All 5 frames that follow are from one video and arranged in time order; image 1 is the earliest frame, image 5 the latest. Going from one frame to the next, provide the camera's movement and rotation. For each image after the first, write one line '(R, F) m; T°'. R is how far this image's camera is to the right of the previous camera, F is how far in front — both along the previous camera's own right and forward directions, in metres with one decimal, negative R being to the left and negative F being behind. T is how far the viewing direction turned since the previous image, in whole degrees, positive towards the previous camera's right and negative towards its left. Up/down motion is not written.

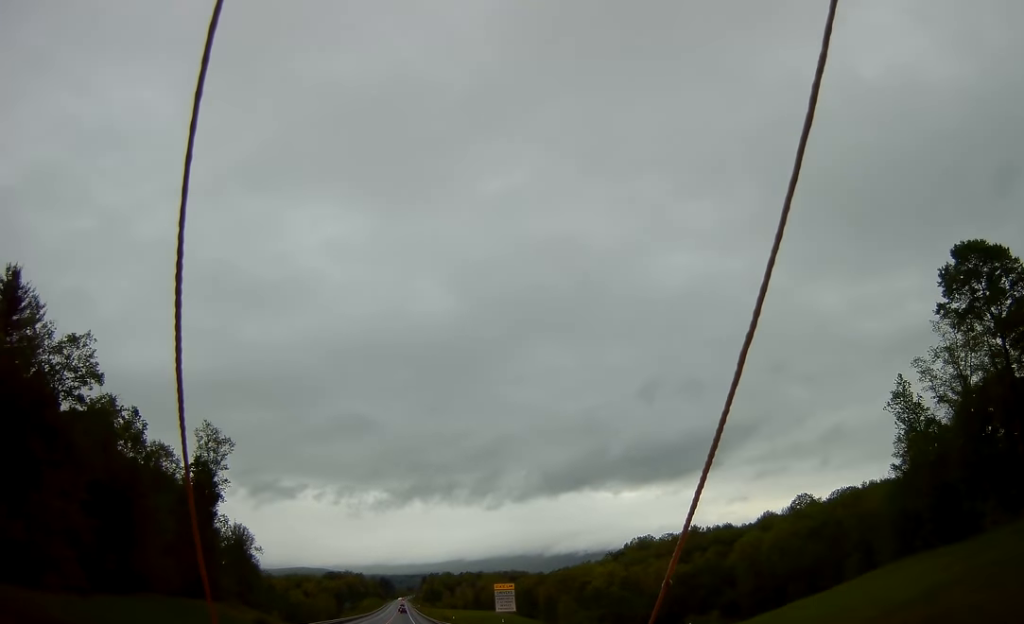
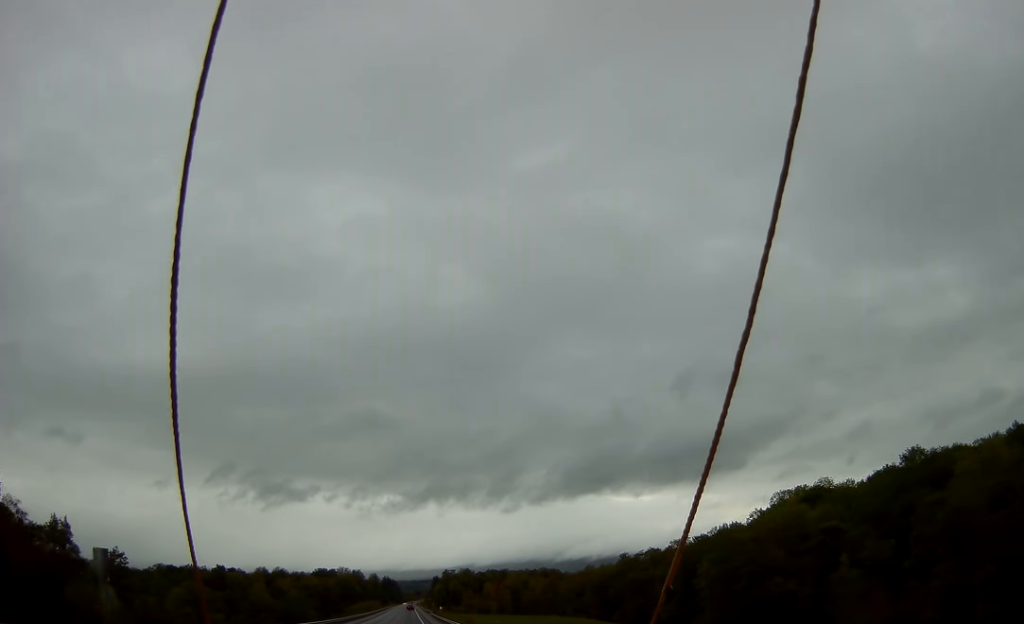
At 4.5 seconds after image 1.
(-1.3, +116.2) m; -1°
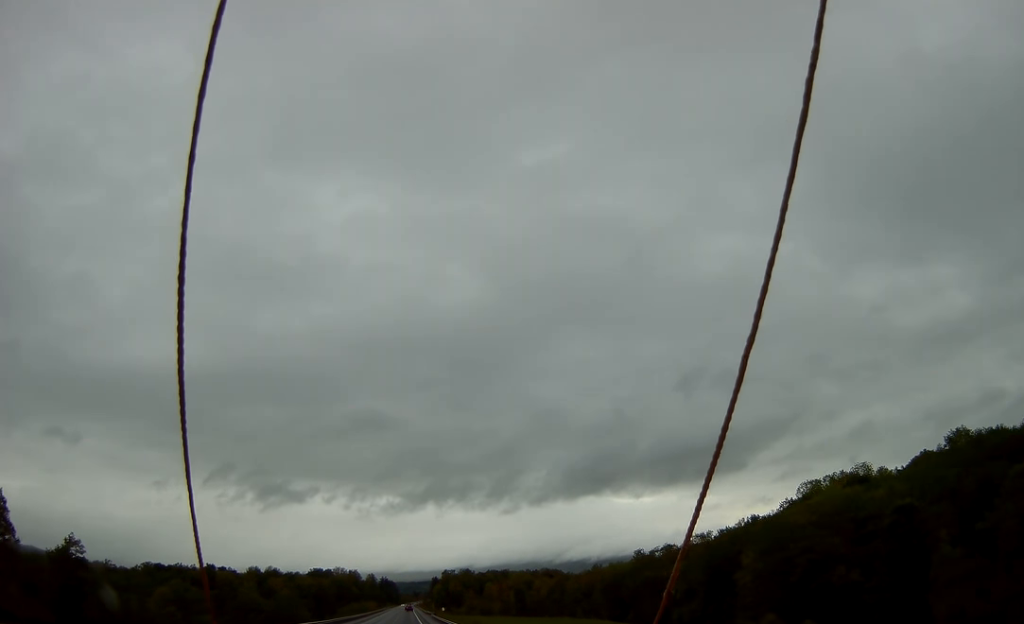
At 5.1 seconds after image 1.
(-0.1, +15.6) m; 0°
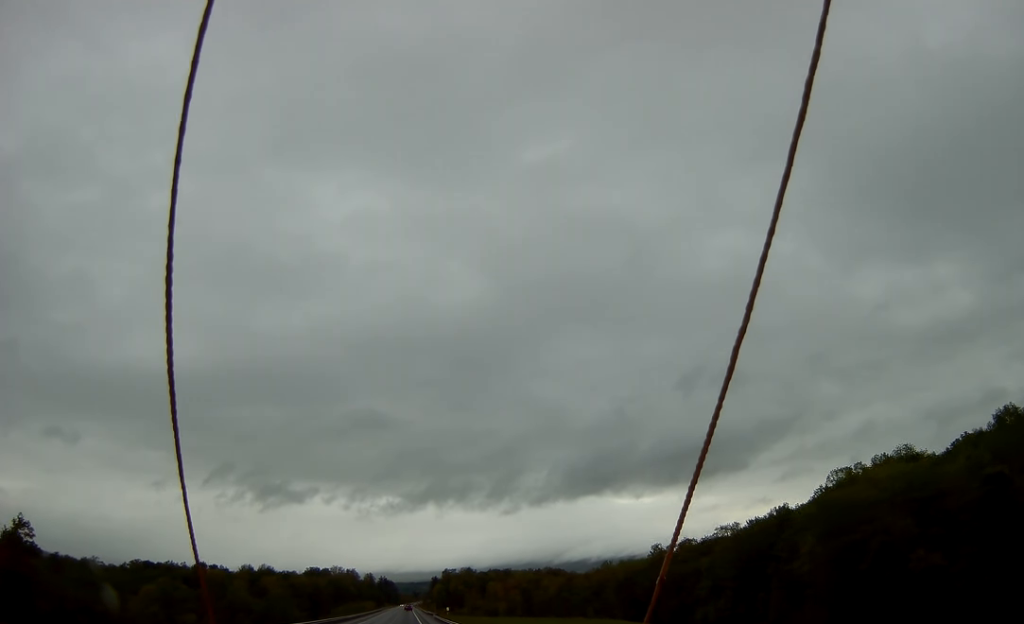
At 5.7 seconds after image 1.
(-0.2, +14.7) m; 0°
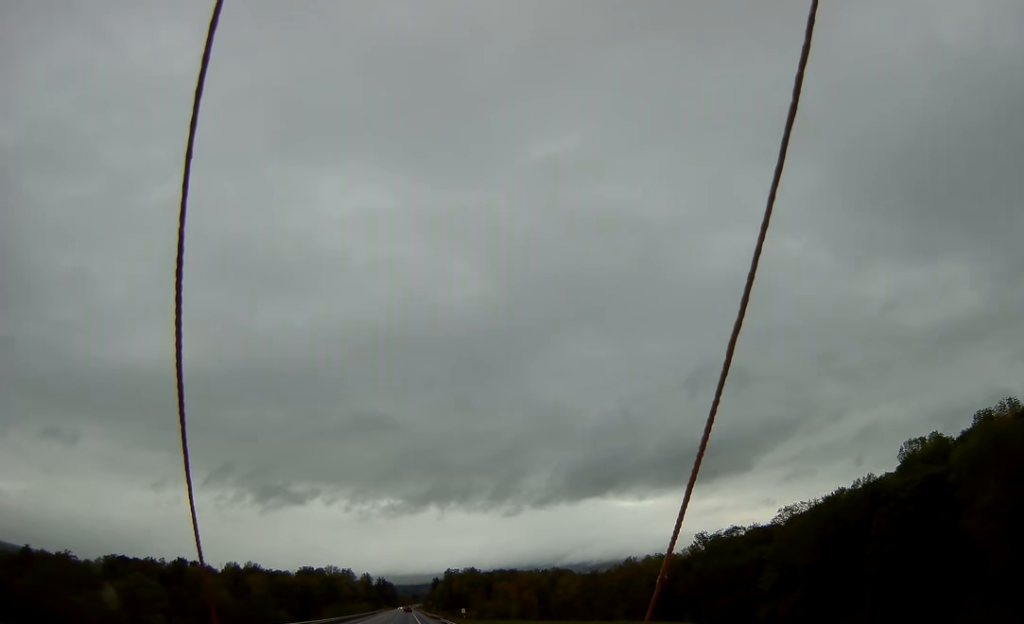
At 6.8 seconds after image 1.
(+0.5, +29.4) m; 0°
